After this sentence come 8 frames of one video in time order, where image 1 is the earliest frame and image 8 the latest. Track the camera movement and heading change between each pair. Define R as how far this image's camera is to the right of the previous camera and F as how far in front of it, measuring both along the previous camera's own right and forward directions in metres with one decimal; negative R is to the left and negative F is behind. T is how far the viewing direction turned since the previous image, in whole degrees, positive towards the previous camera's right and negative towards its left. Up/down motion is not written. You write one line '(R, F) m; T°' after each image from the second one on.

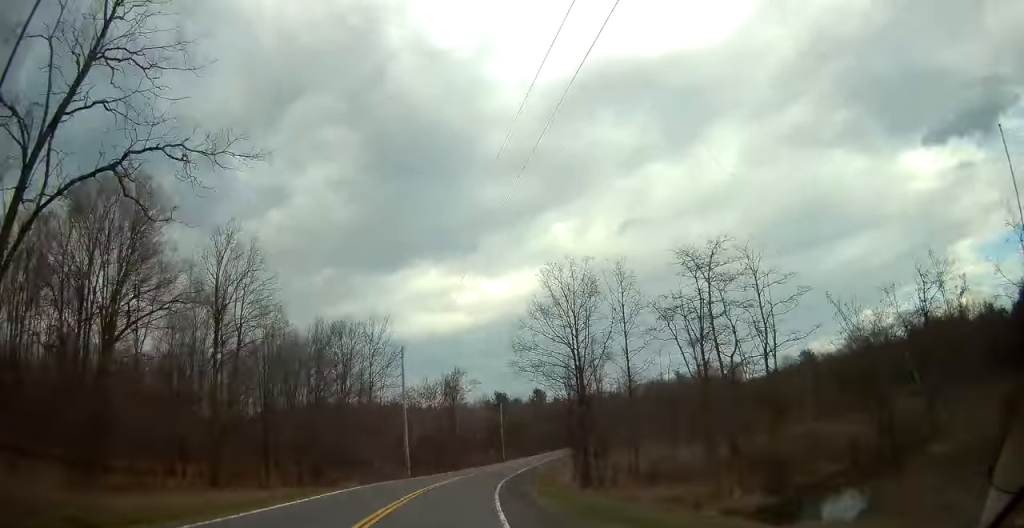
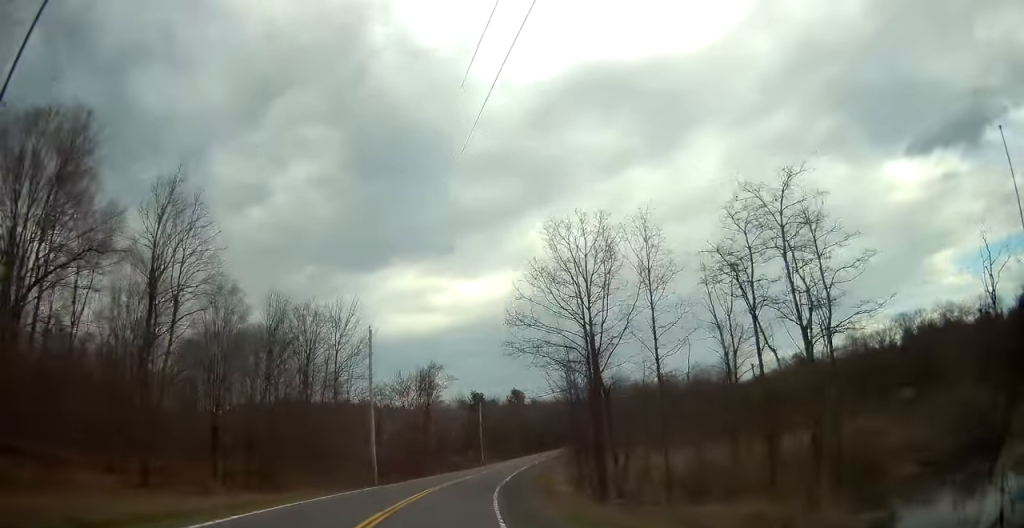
(-0.2, +8.7) m; +2°
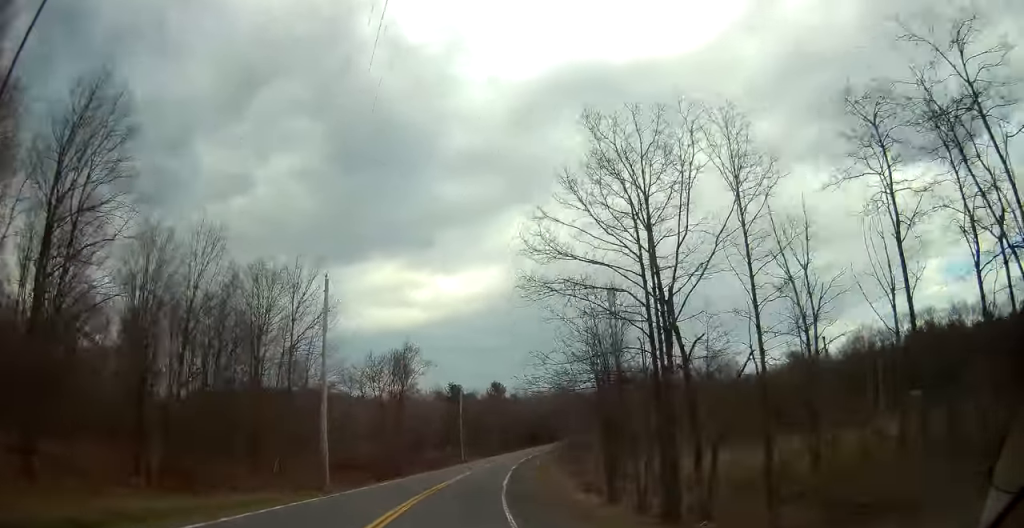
(+0.5, +11.5) m; +3°
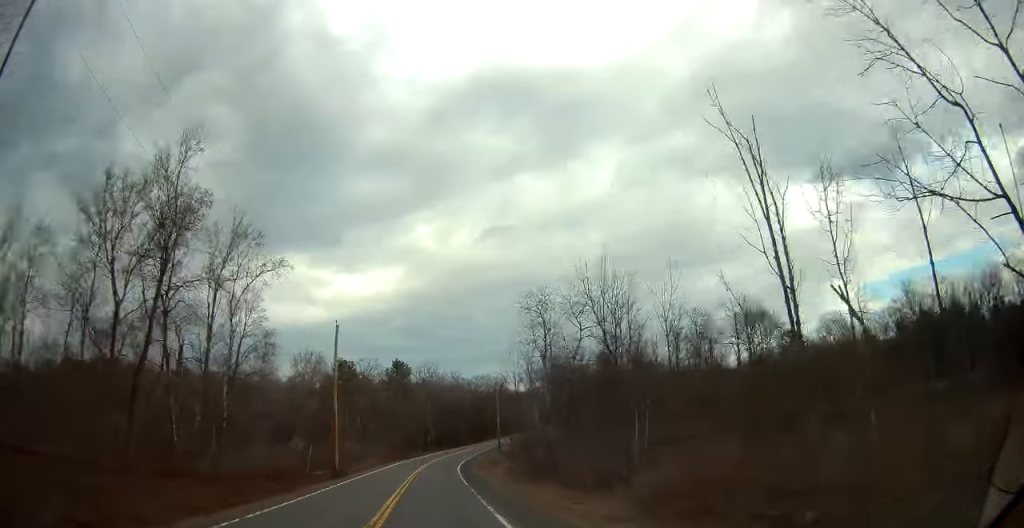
(+4.4, +46.2) m; +8°
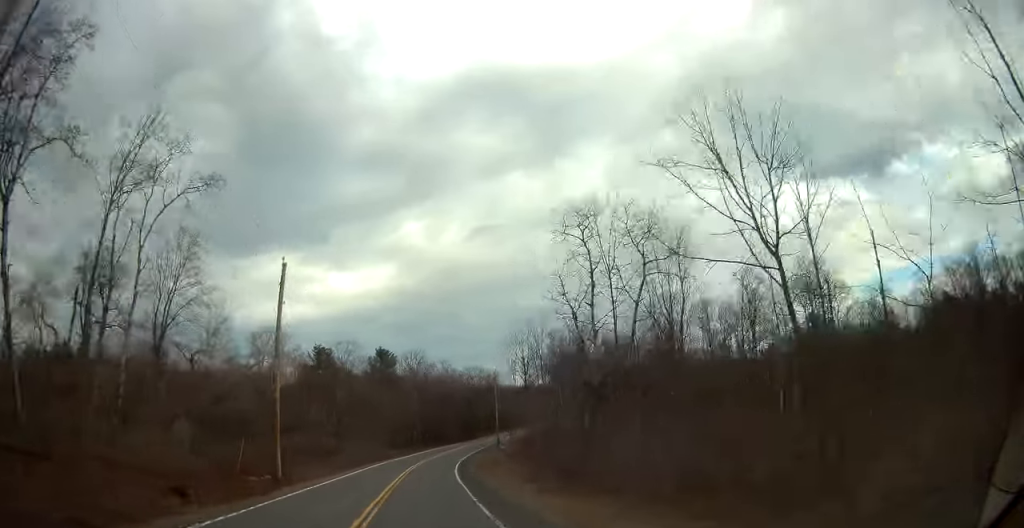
(+0.1, +14.4) m; +2°
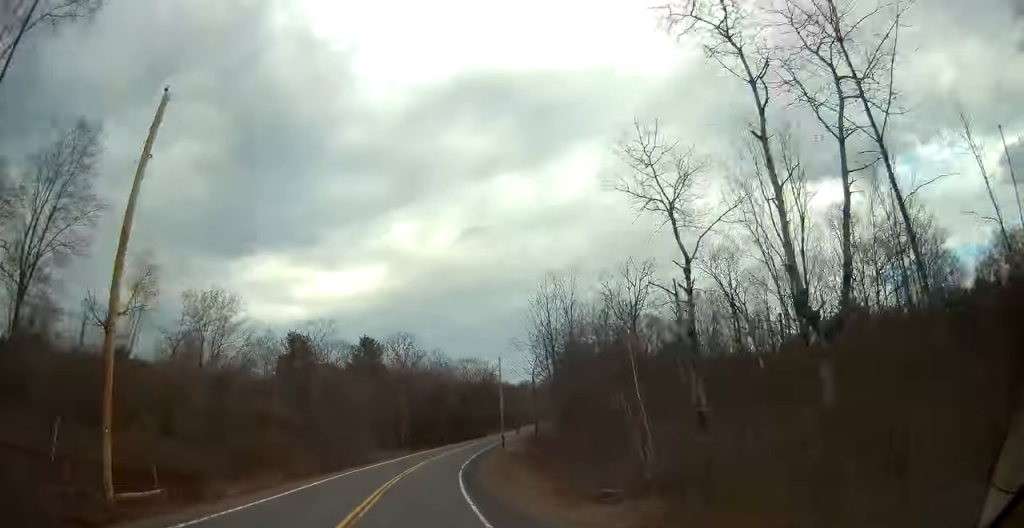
(+0.3, +16.1) m; +2°
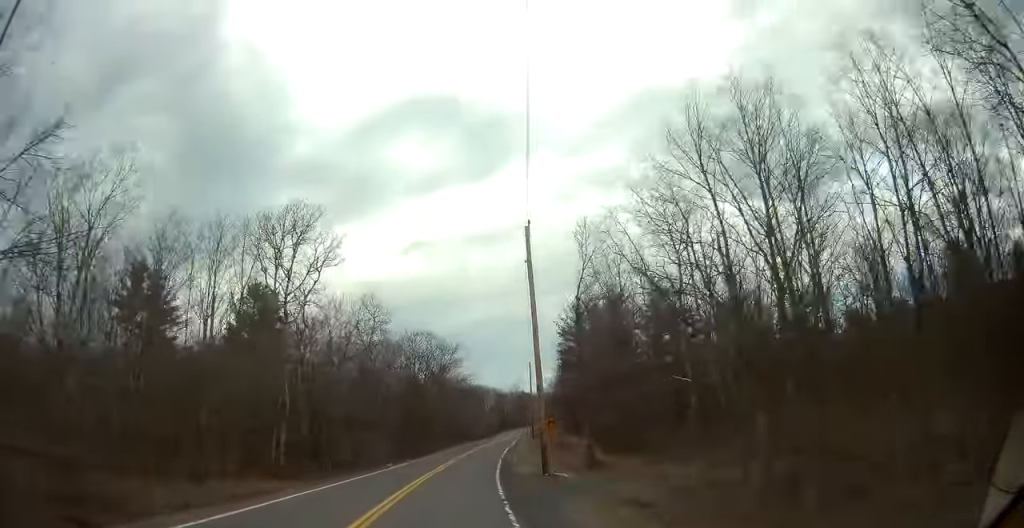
(+2.3, +47.0) m; +6°
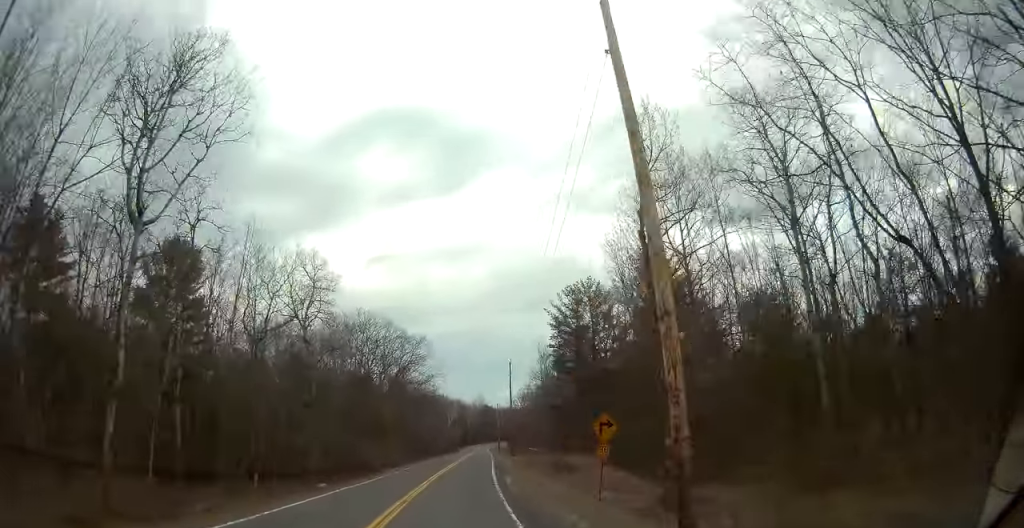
(+0.2, +17.0) m; +3°
